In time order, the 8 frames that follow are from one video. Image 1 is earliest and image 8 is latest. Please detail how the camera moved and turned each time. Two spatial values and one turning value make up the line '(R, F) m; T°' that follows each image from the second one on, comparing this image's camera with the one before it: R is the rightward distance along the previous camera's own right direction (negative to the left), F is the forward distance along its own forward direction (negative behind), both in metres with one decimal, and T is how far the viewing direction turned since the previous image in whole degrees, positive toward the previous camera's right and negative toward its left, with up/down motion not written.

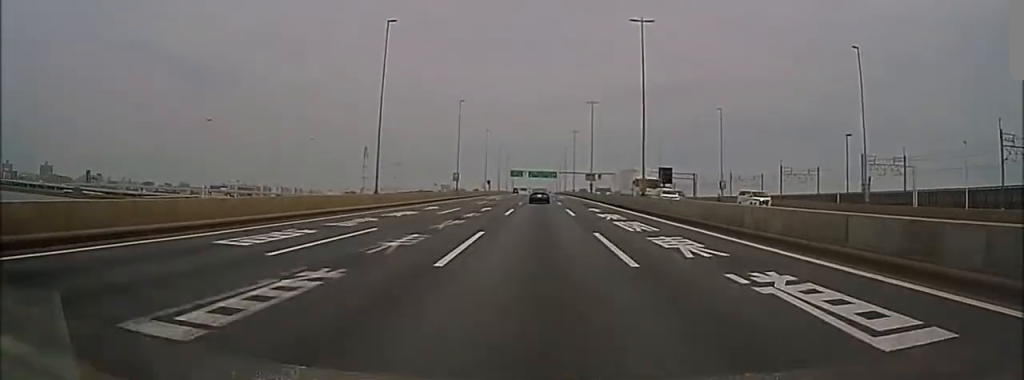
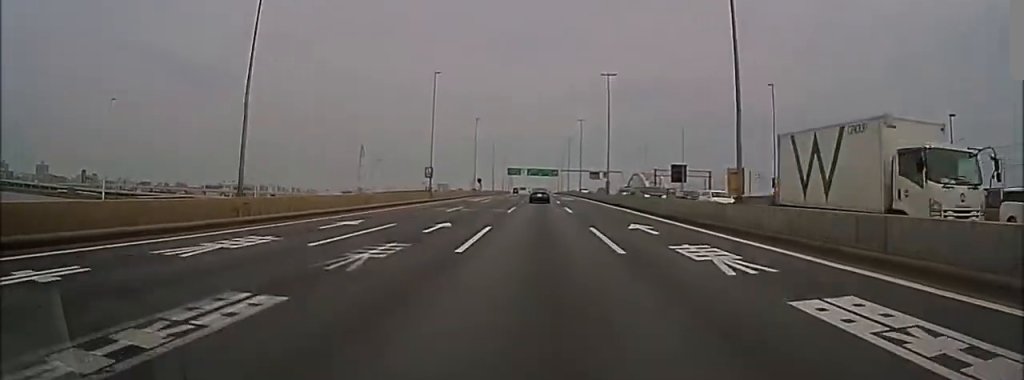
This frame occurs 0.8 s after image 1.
(-0.1, +17.9) m; 0°
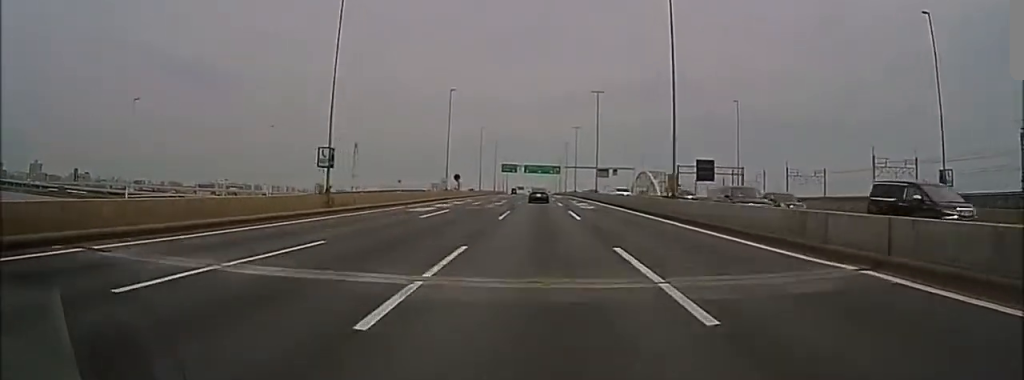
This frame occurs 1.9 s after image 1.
(+0.1, +27.4) m; 0°
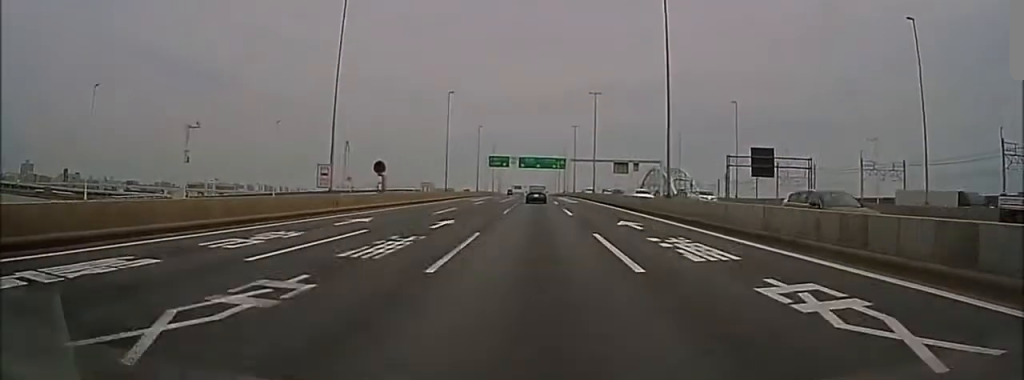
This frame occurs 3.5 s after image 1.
(0.0, +37.4) m; 0°
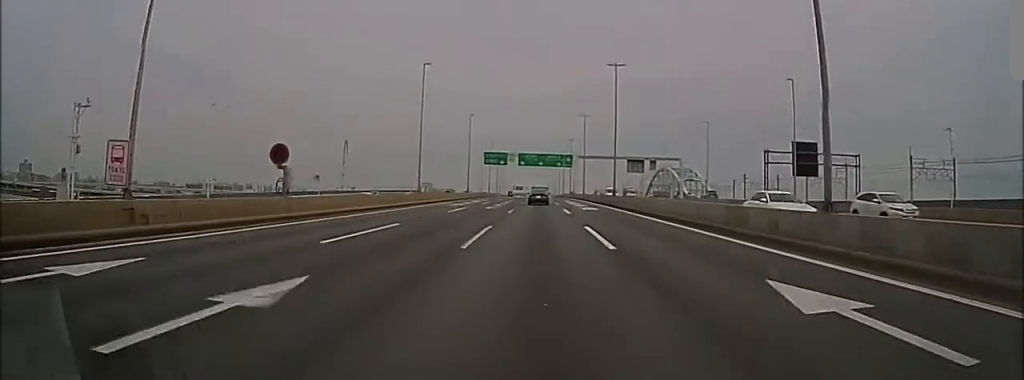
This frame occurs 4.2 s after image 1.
(-0.1, +16.8) m; 0°
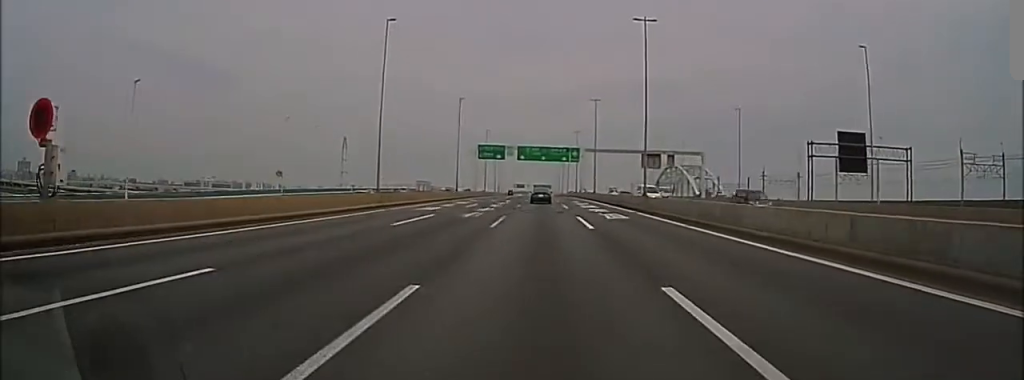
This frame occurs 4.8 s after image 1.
(0.0, +13.6) m; 0°
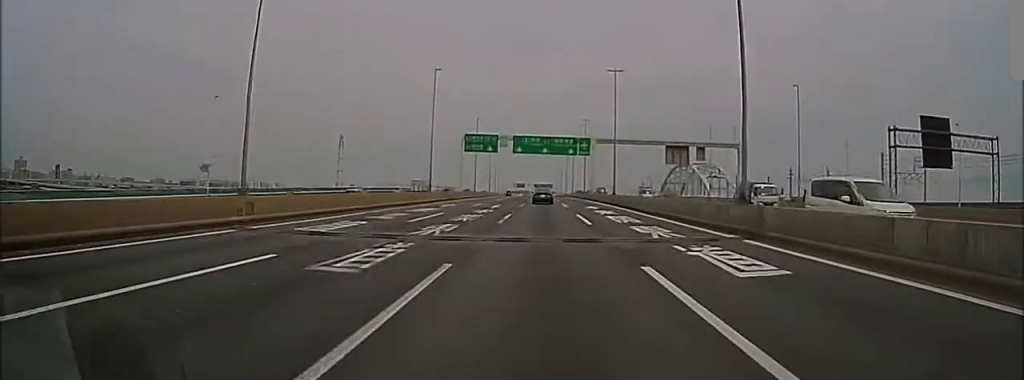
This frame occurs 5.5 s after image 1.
(0.0, +18.2) m; 0°
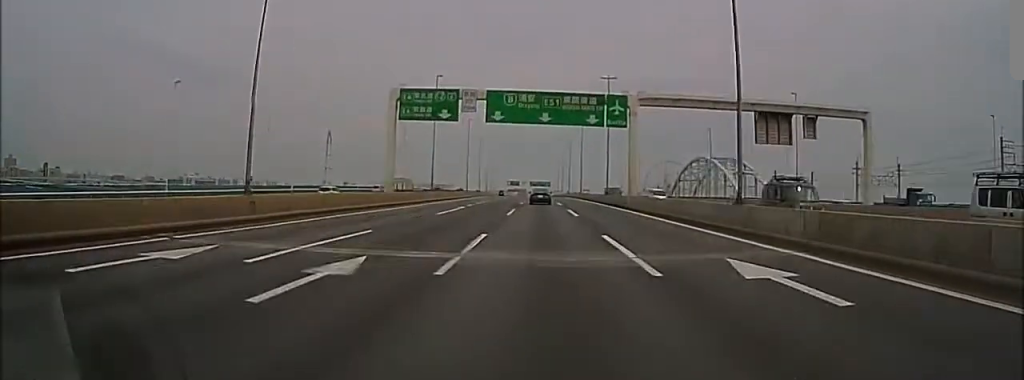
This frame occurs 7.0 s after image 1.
(+0.1, +34.1) m; 0°
